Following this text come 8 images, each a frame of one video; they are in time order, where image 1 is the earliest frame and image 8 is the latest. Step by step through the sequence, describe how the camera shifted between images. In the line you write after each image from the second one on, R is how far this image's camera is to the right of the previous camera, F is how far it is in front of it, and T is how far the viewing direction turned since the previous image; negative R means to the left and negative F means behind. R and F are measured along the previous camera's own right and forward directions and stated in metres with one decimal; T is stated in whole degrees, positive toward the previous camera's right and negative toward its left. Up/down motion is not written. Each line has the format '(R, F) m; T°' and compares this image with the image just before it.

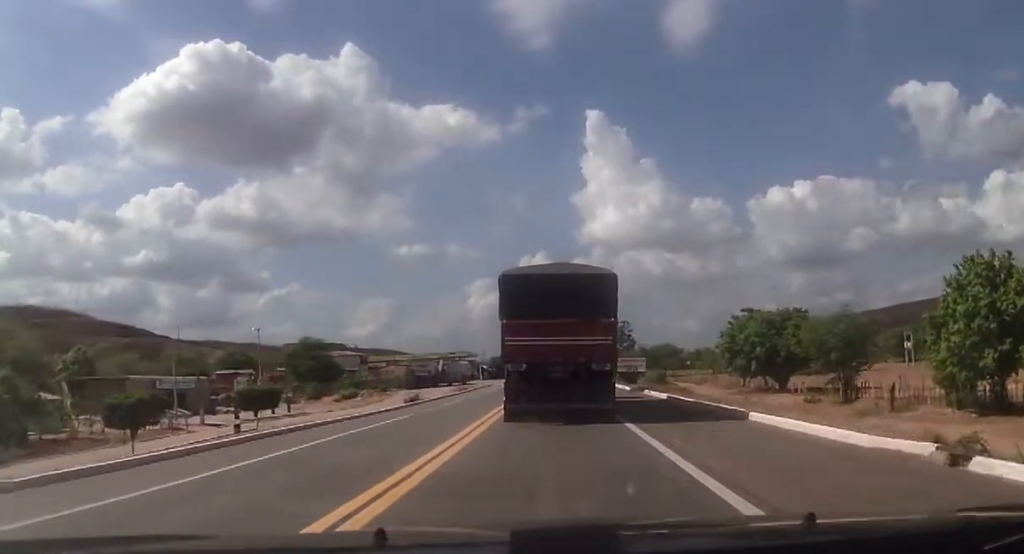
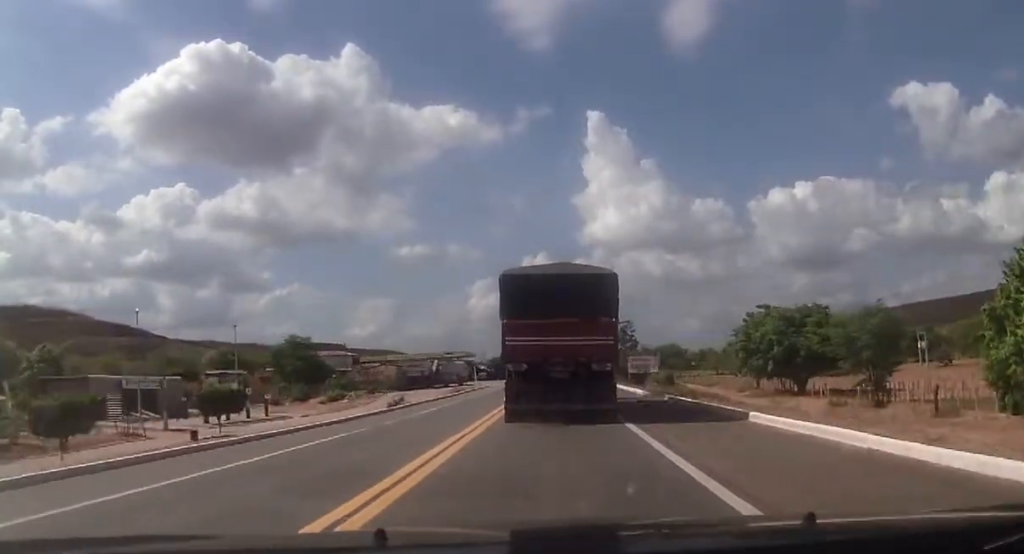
(+0.1, +7.1) m; 0°
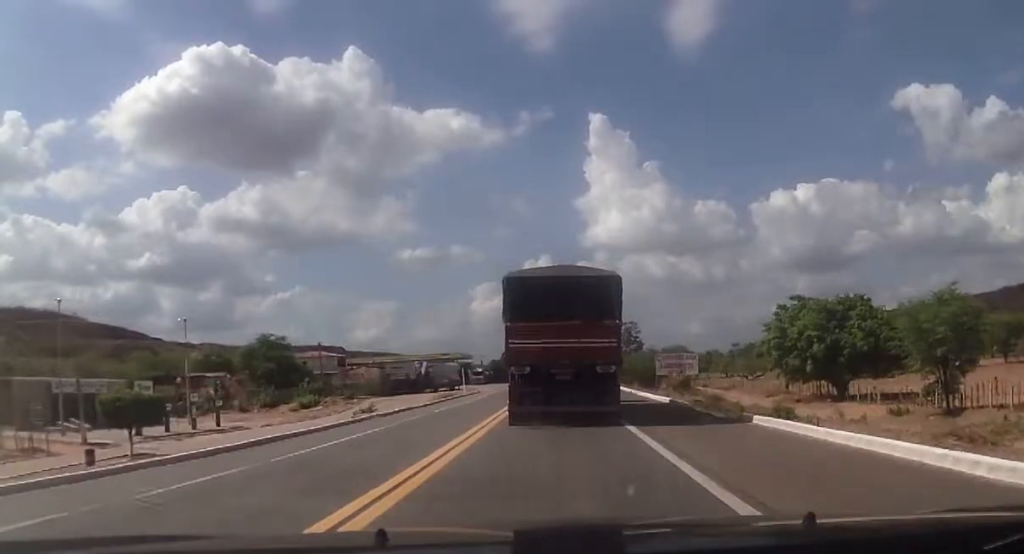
(0.0, +12.3) m; -1°
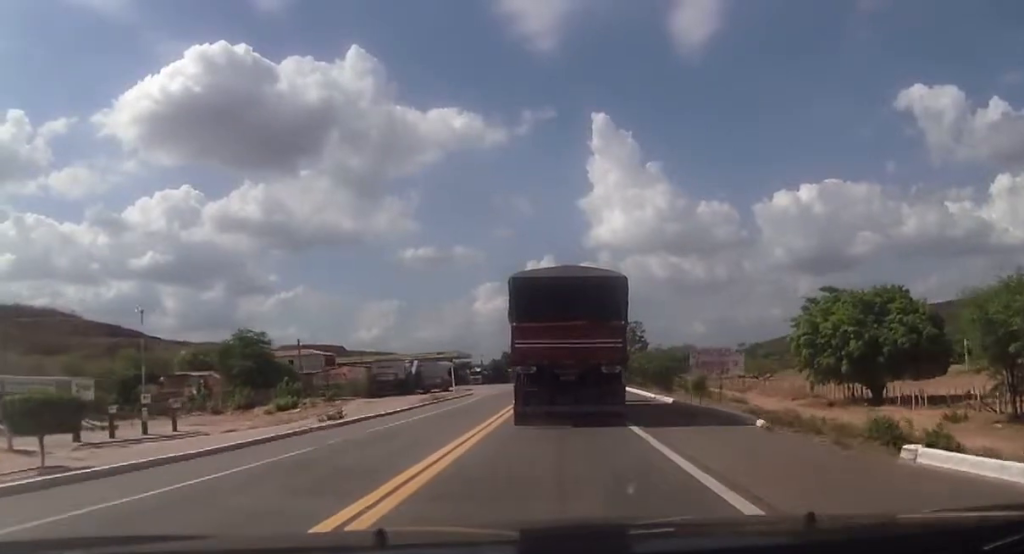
(-0.2, +8.5) m; -1°
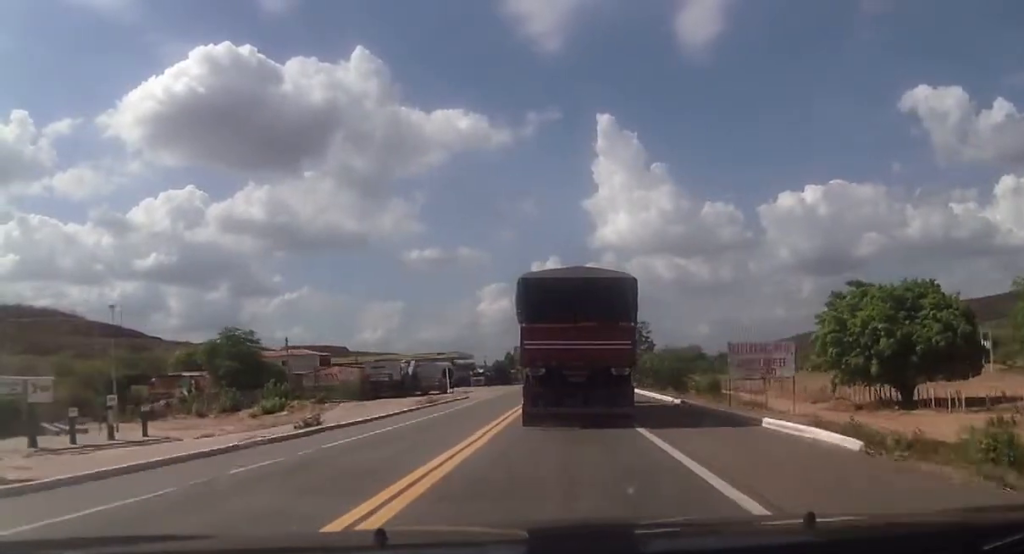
(+0.1, +5.2) m; 0°
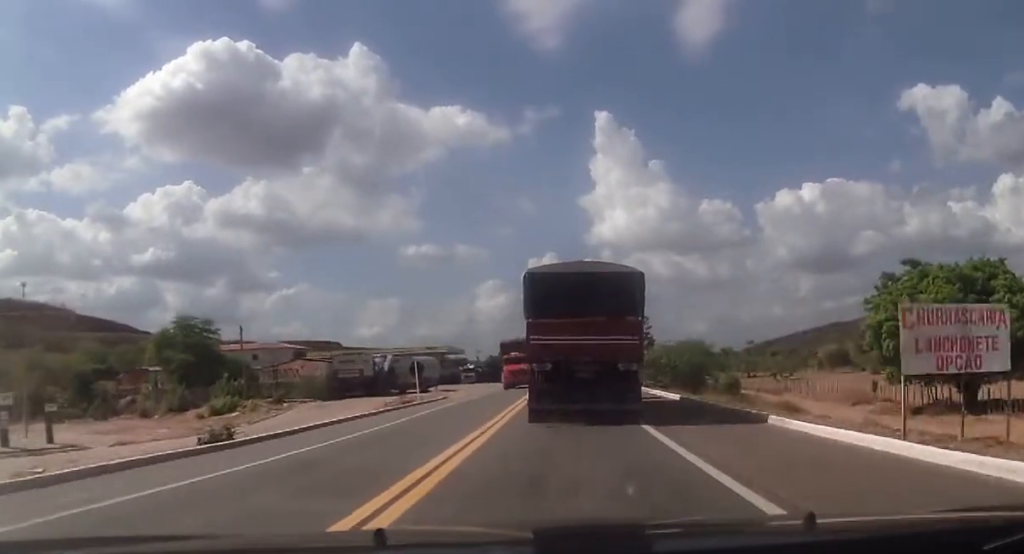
(0.0, +10.8) m; 0°
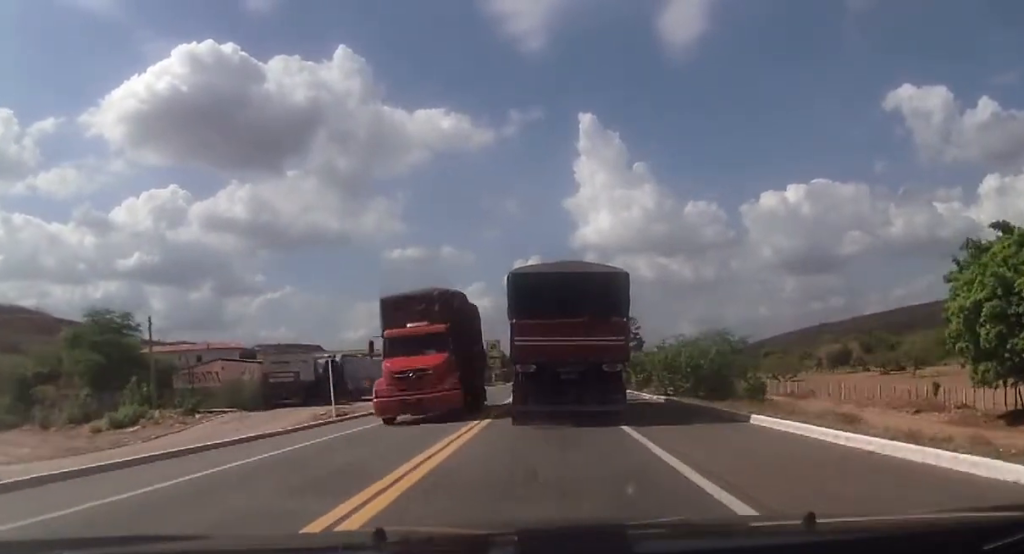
(0.0, +14.1) m; 0°
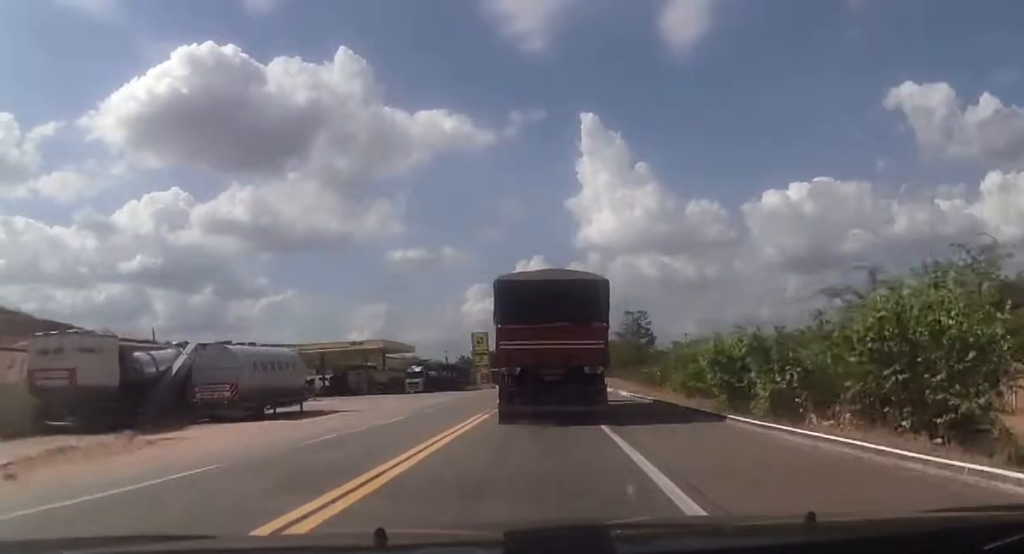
(+0.6, +29.4) m; +1°
